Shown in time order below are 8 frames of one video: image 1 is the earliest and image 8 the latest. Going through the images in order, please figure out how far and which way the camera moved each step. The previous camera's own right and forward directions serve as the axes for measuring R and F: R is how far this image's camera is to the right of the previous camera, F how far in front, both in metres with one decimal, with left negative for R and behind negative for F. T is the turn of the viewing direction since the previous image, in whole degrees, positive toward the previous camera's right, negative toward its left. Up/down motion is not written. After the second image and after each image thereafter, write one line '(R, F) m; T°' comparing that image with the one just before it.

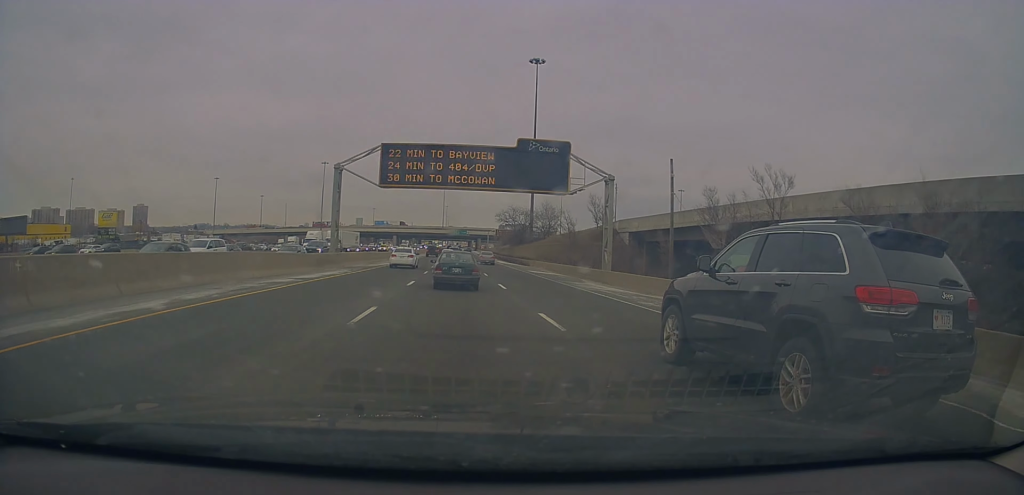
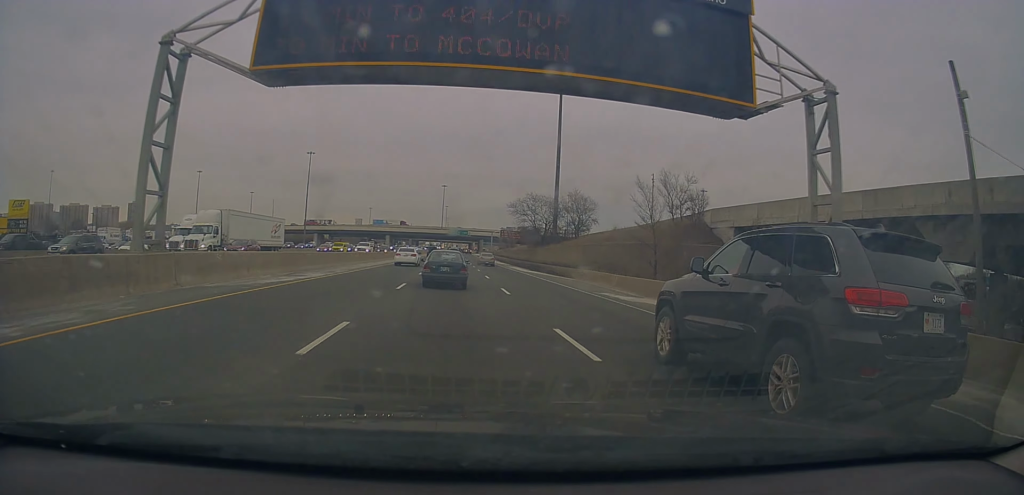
(-0.1, +26.1) m; +1°
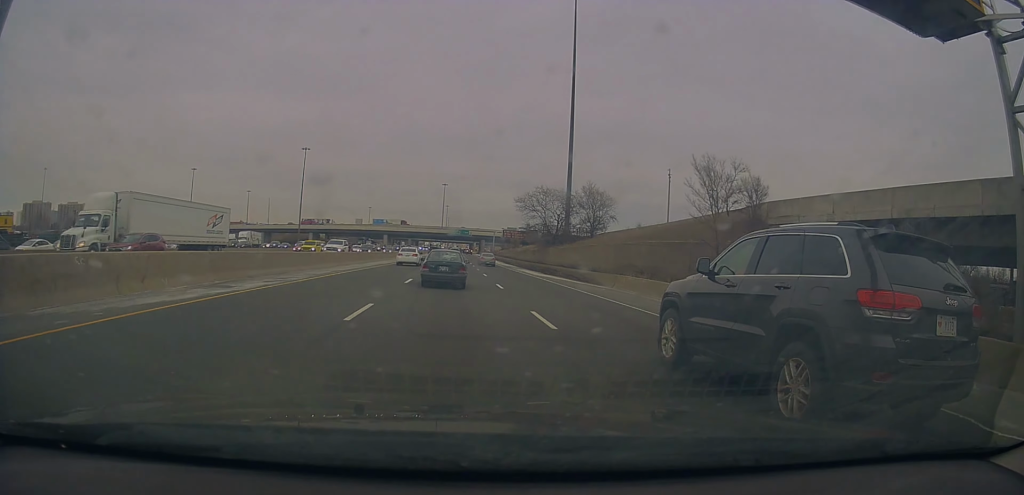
(+0.1, +7.5) m; 0°
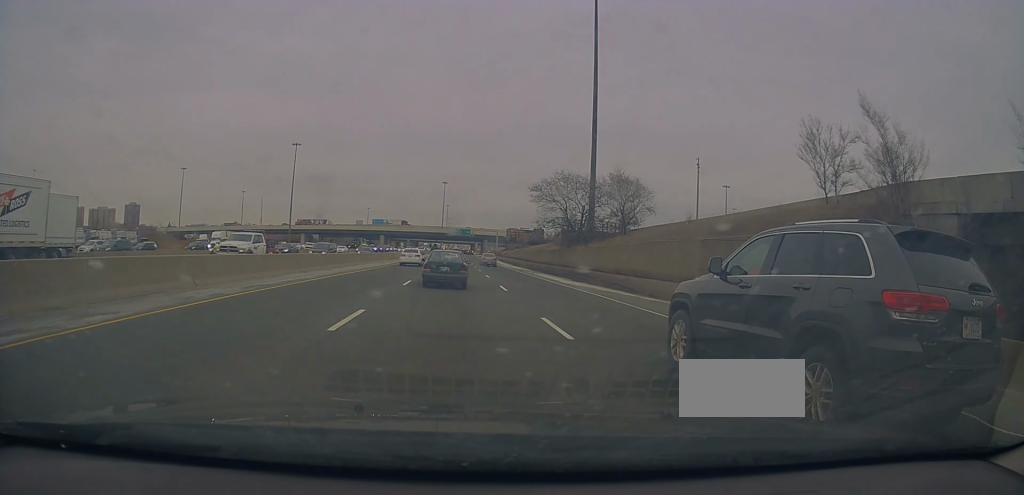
(+0.1, +12.2) m; +1°
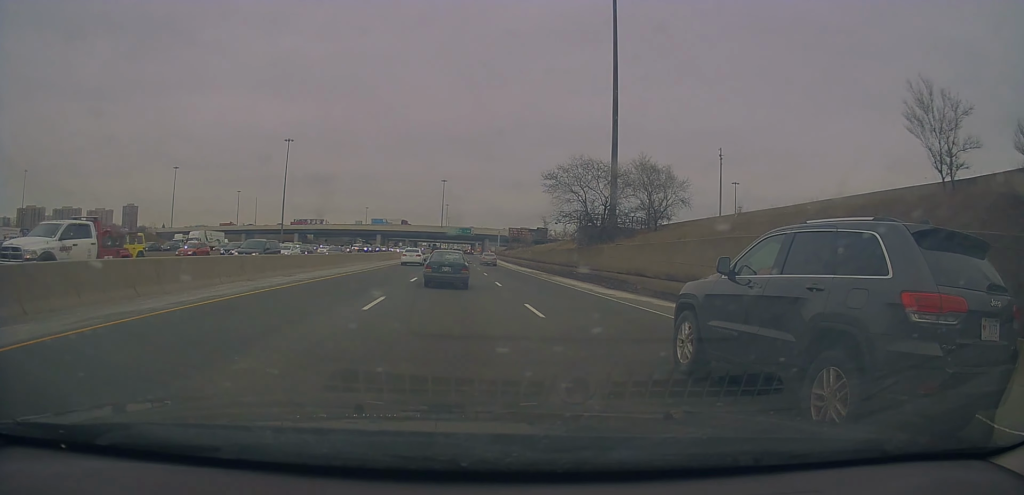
(0.0, +8.2) m; 0°
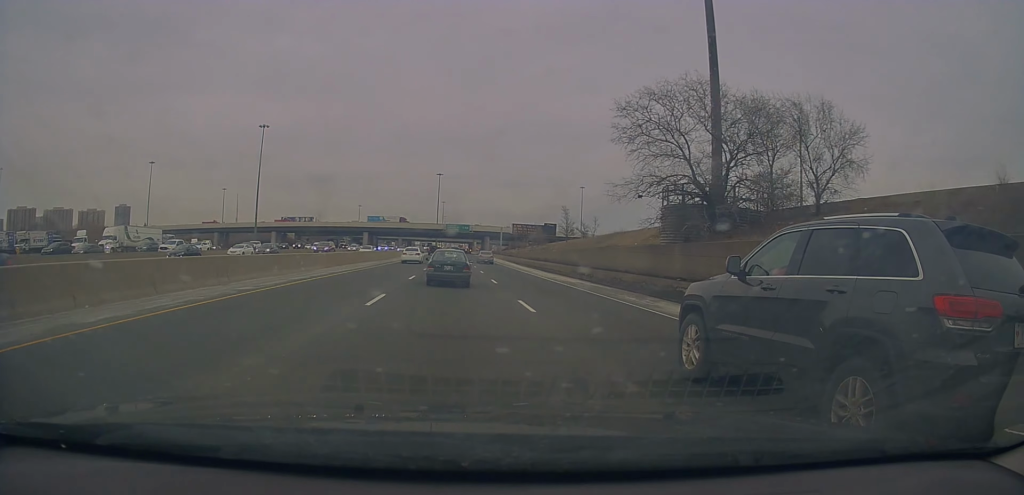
(0.0, +23.9) m; 0°
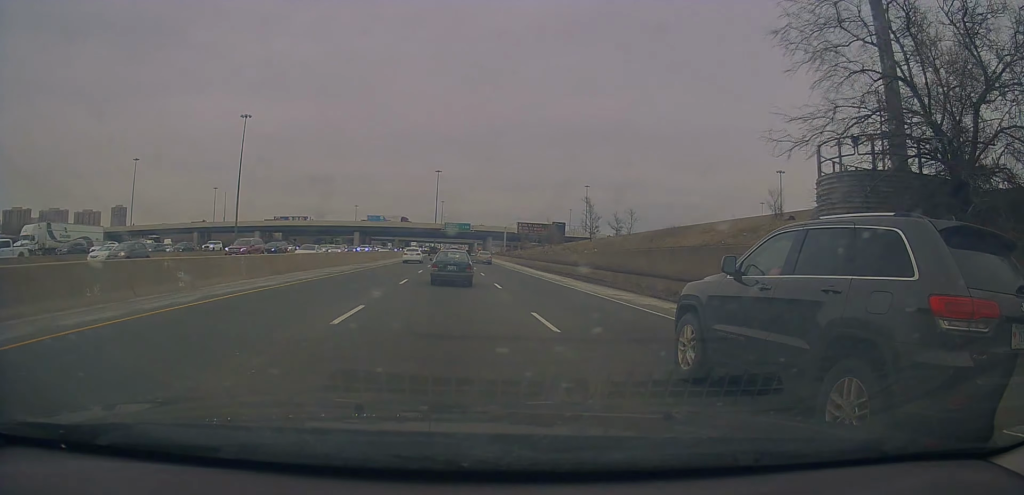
(-0.1, +14.6) m; -1°
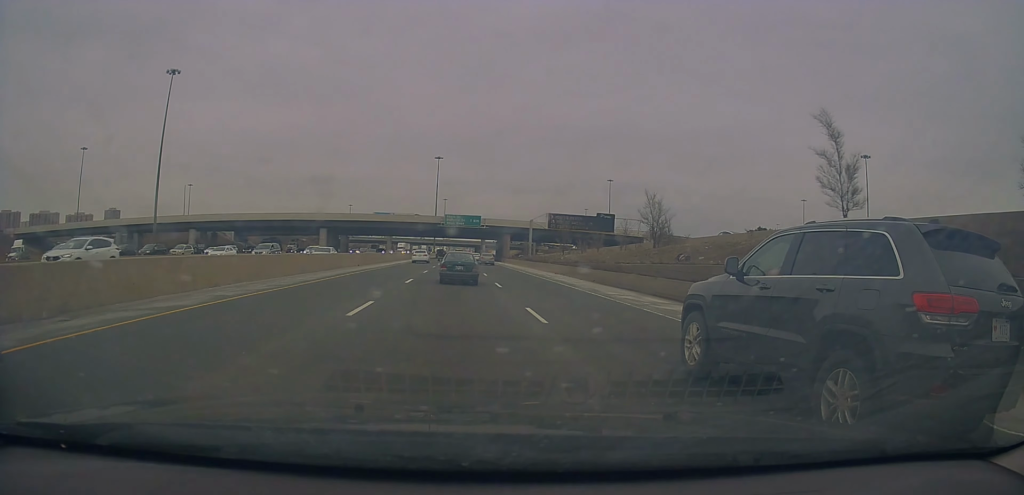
(+0.1, +41.7) m; +1°
